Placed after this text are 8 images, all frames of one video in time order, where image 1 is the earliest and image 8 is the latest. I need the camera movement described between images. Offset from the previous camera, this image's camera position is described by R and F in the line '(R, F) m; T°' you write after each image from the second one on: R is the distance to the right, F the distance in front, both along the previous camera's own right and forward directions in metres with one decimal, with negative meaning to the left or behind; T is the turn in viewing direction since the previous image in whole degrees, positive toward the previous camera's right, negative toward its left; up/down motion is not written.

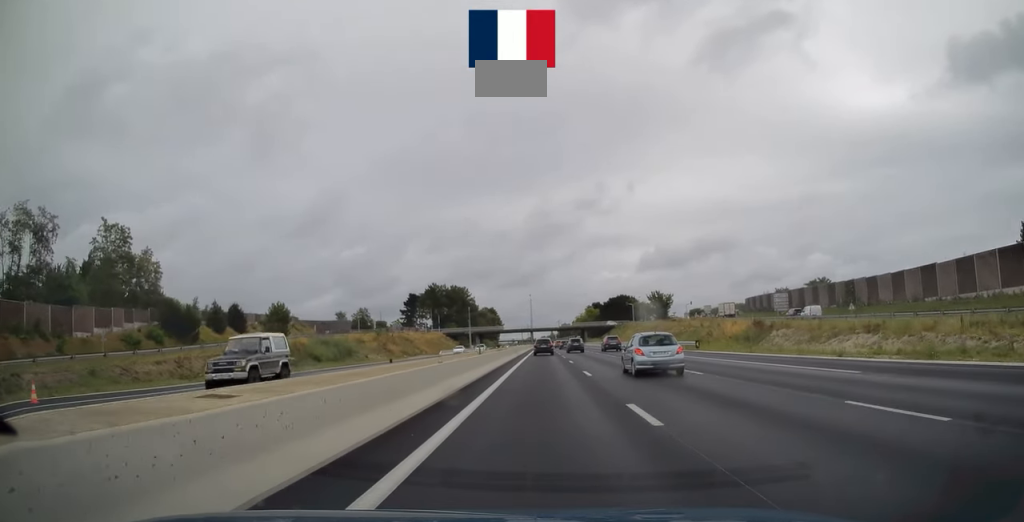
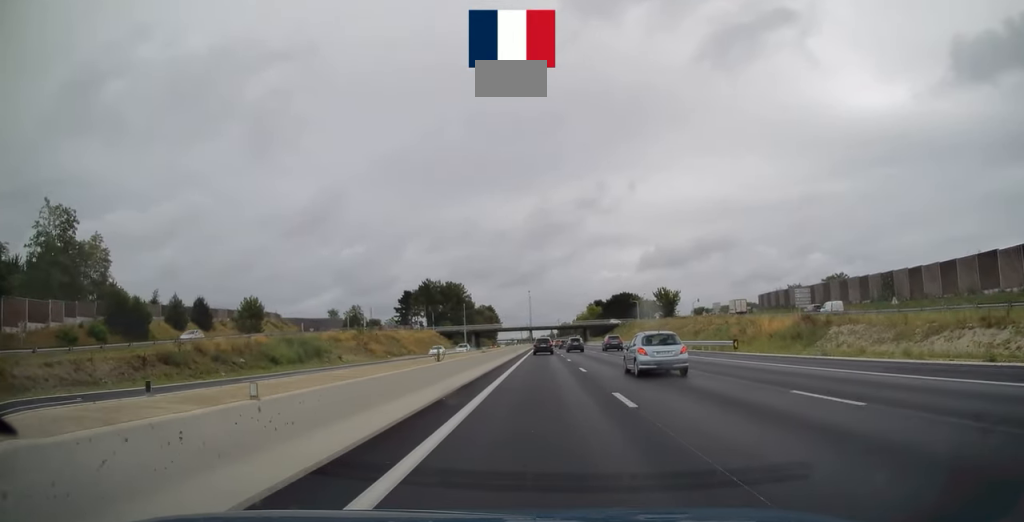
(0.0, +10.6) m; 0°
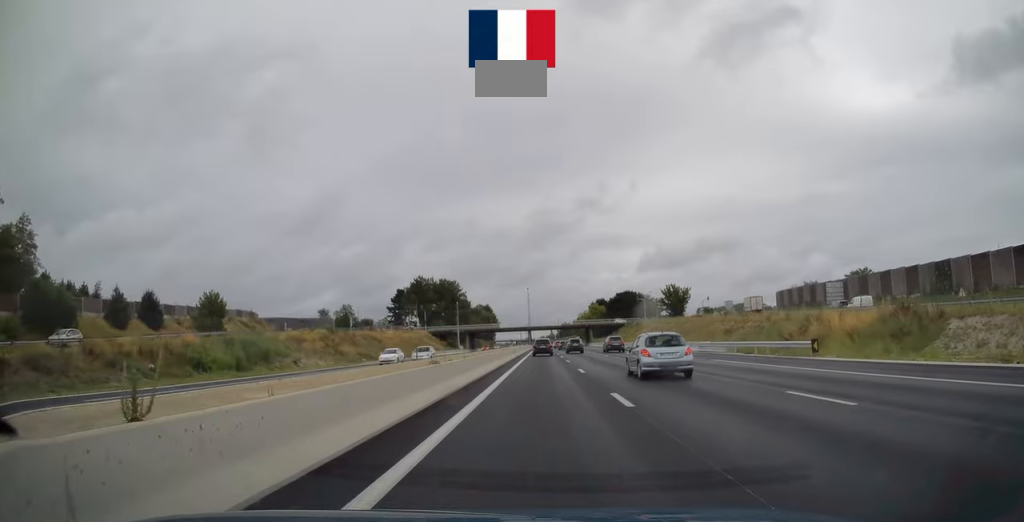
(0.0, +12.7) m; 0°
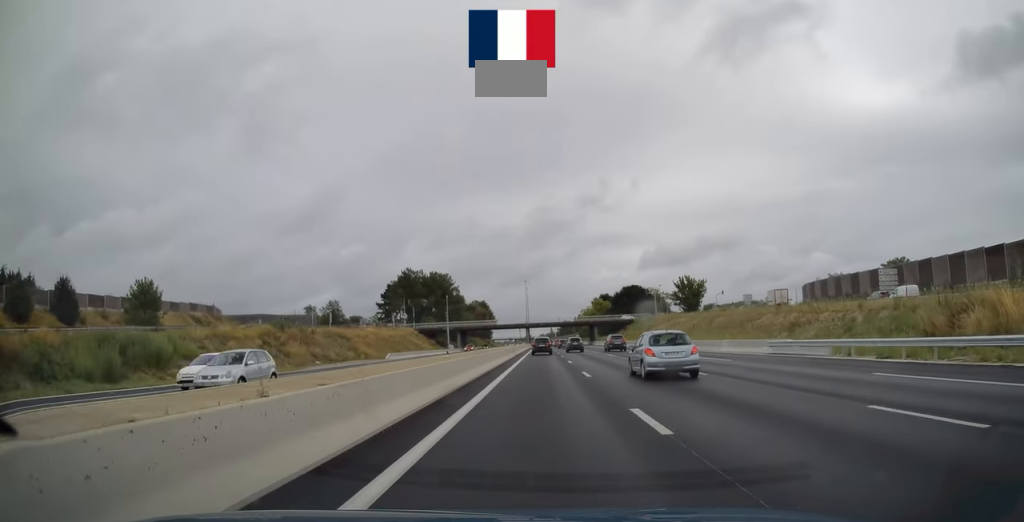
(+0.2, +16.5) m; 0°
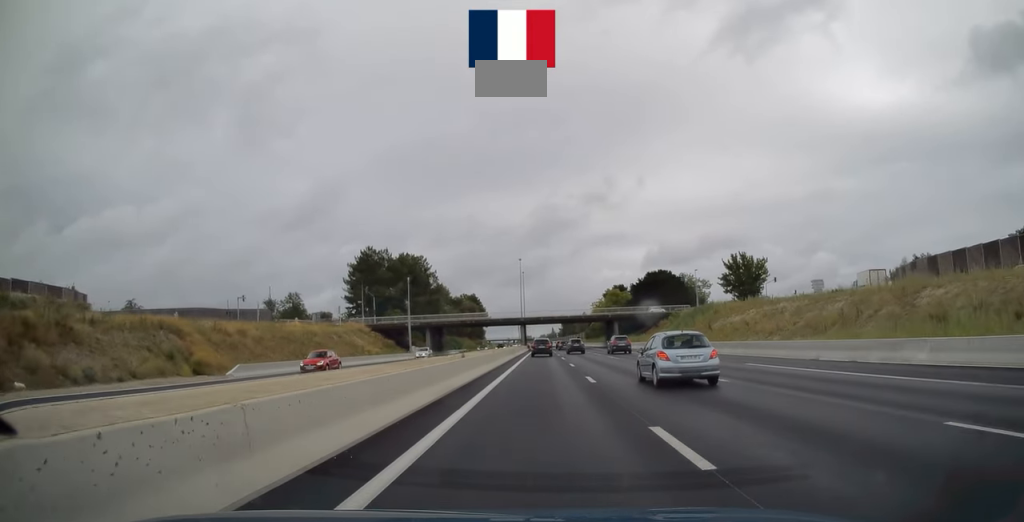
(-0.5, +41.1) m; 0°
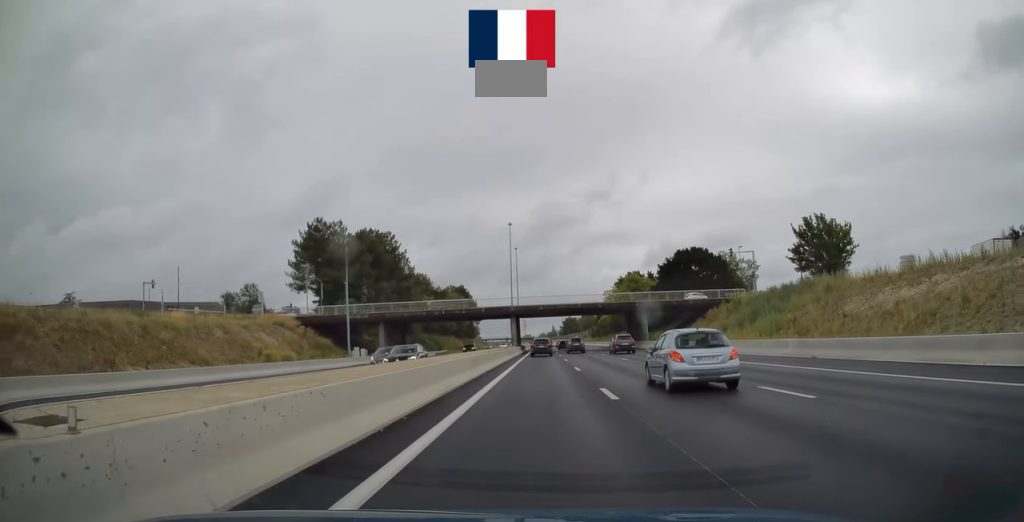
(+0.3, +31.7) m; 0°
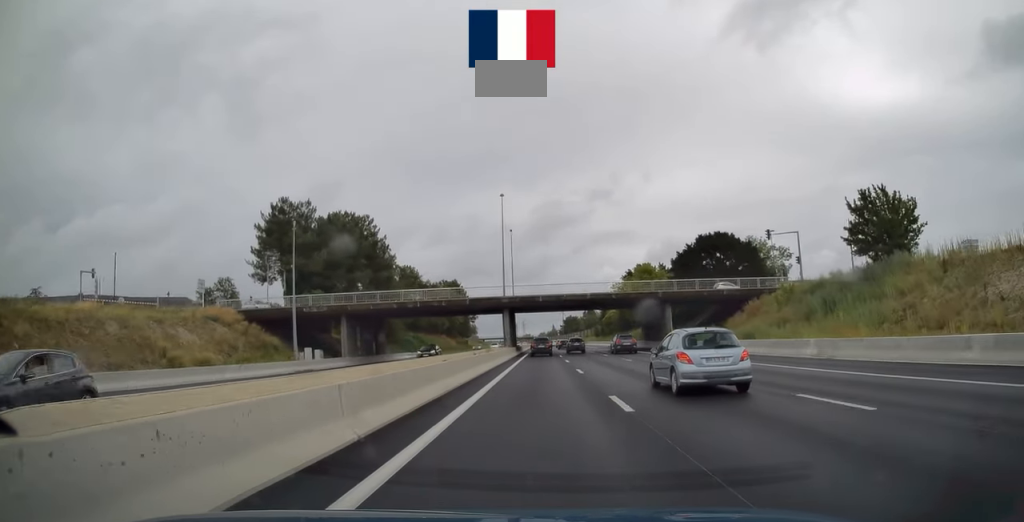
(0.0, +15.3) m; 0°
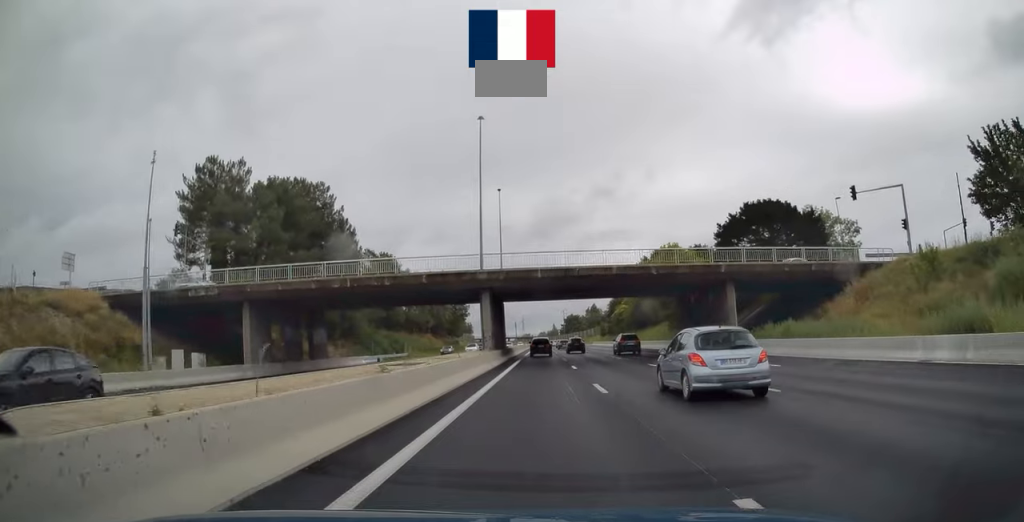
(-0.2, +22.1) m; 0°
